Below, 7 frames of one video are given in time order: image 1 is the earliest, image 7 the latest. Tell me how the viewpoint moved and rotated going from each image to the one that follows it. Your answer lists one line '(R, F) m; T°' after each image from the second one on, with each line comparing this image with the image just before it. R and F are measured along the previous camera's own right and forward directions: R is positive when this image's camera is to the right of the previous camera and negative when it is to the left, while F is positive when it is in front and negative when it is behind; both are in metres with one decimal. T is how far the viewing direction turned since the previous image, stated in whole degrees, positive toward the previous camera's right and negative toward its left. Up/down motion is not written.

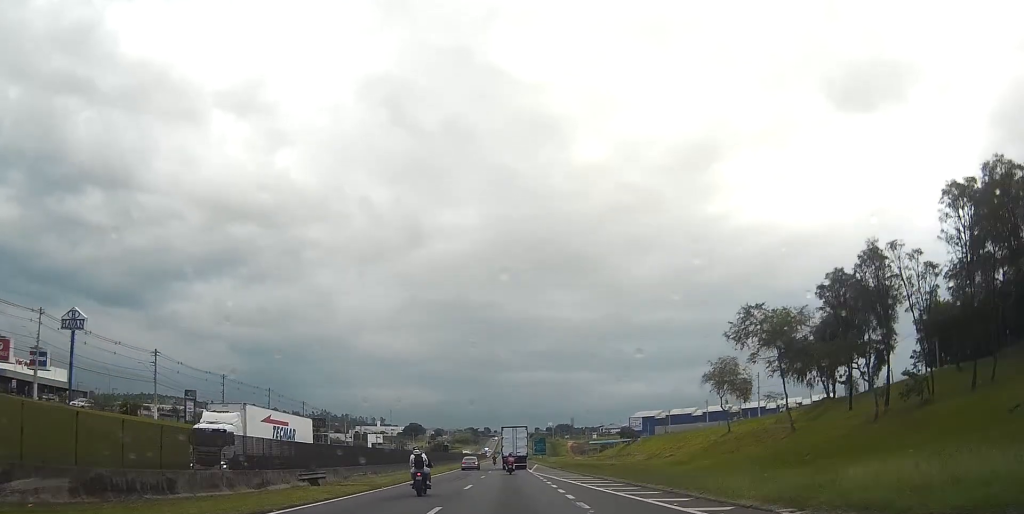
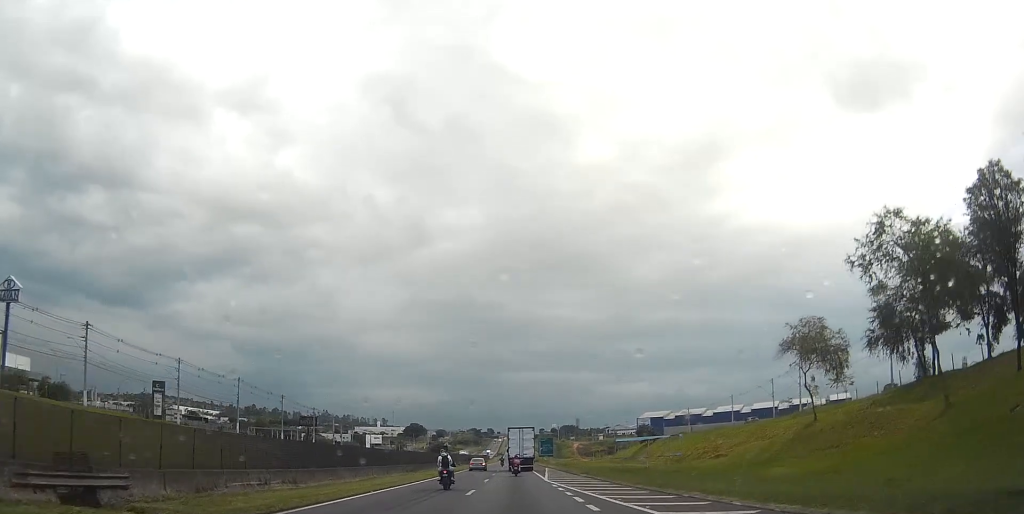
(-0.1, +19.9) m; 0°
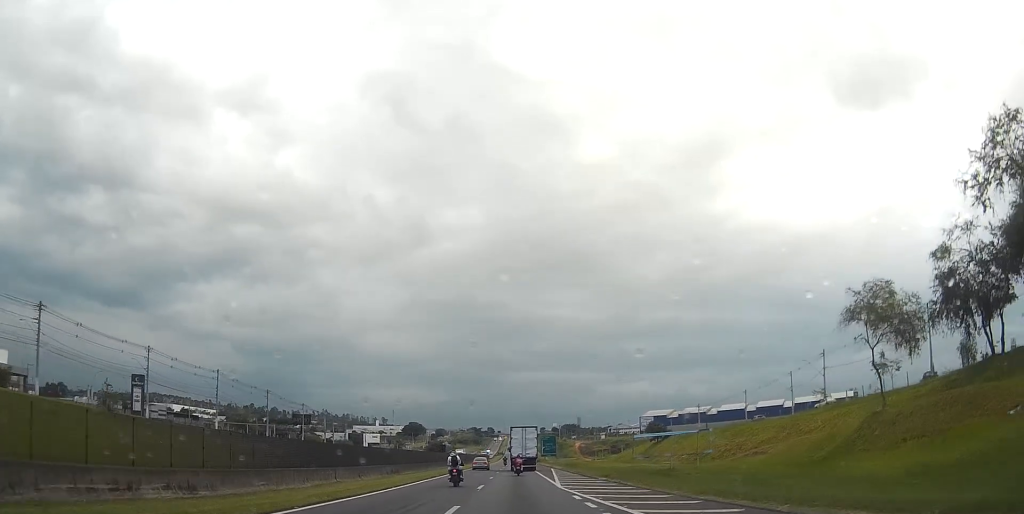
(-0.1, +10.4) m; 0°
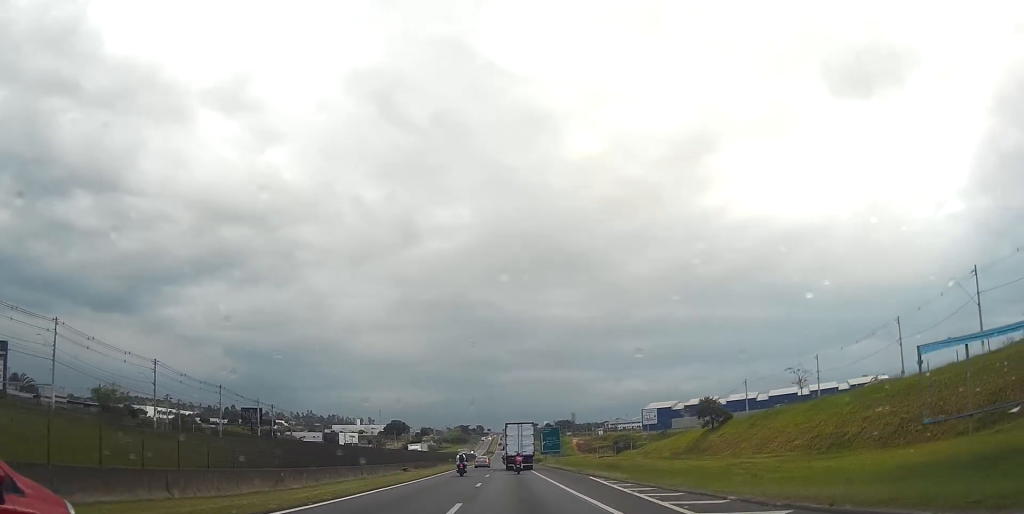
(+0.3, +46.6) m; +1°
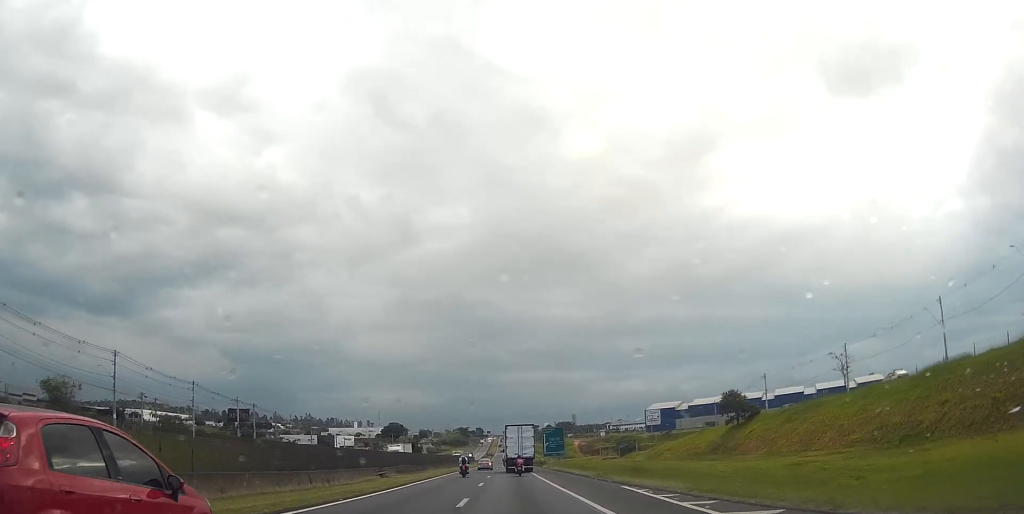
(0.0, +11.8) m; 0°
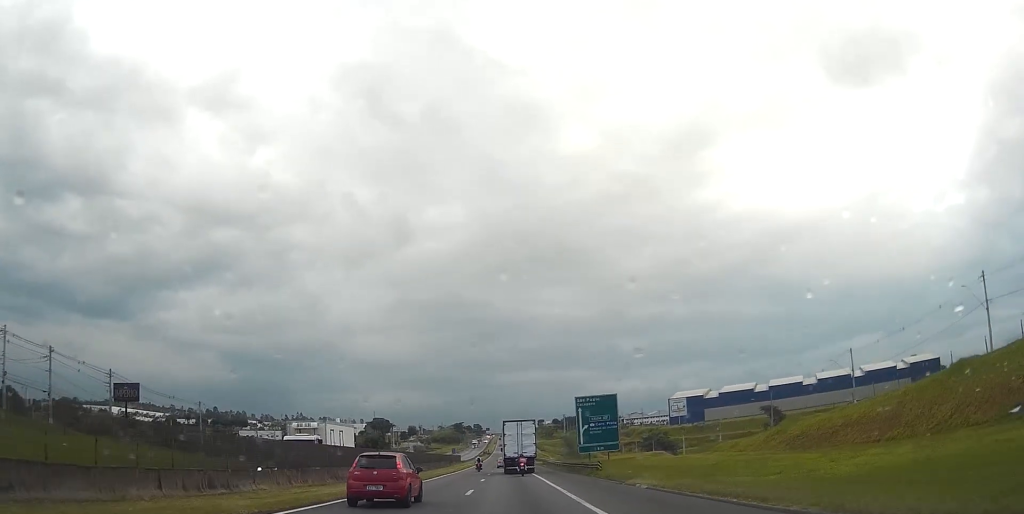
(0.0, +72.6) m; 0°
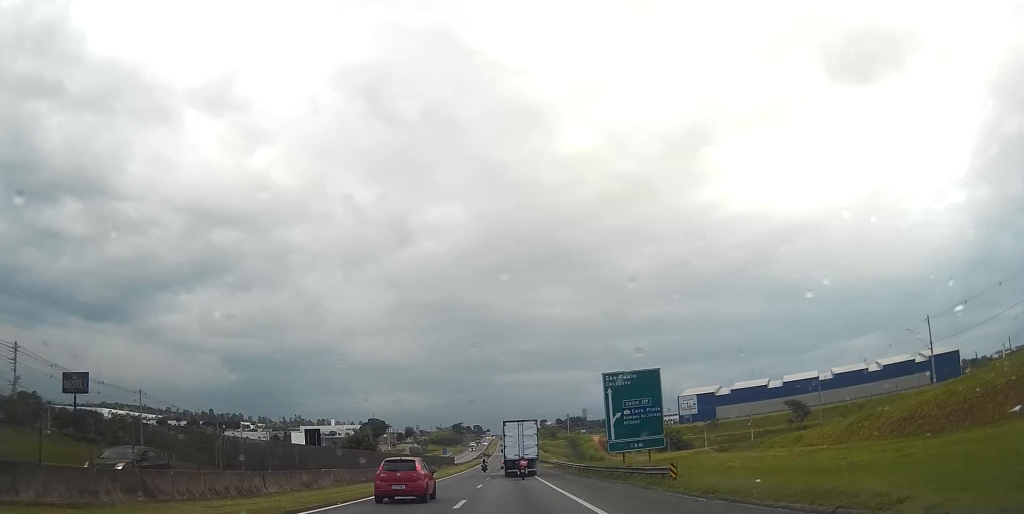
(0.0, +22.2) m; 0°
